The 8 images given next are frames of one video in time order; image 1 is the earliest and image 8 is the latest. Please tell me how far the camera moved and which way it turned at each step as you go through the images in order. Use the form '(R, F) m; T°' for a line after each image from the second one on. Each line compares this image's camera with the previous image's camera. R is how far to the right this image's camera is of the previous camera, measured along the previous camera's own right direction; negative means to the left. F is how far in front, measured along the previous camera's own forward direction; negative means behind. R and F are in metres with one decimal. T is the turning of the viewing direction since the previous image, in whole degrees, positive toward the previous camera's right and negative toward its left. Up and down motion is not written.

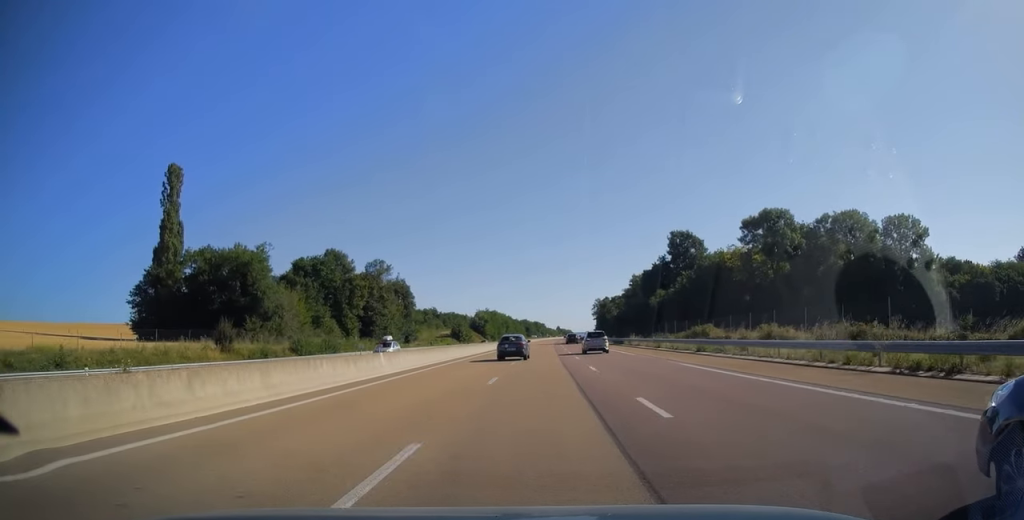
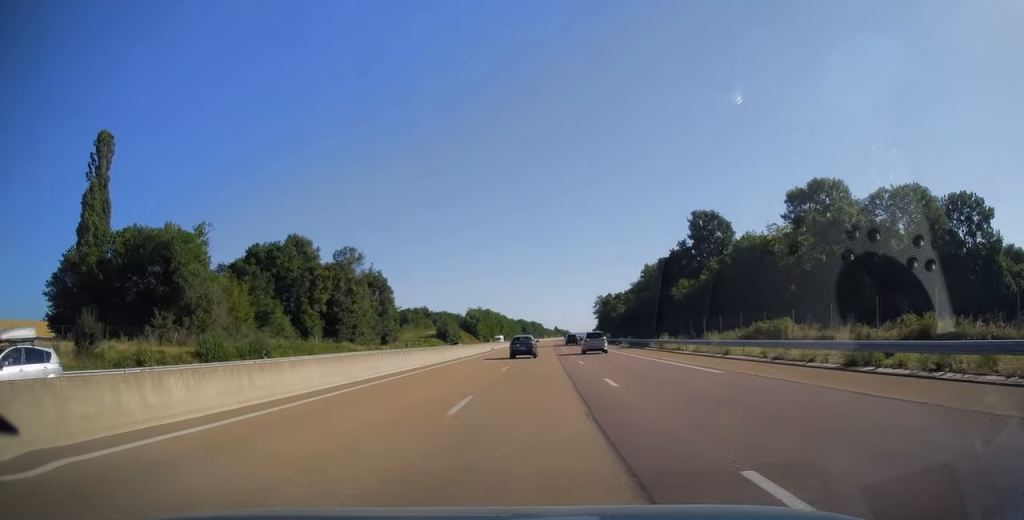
(+0.2, +19.8) m; 0°
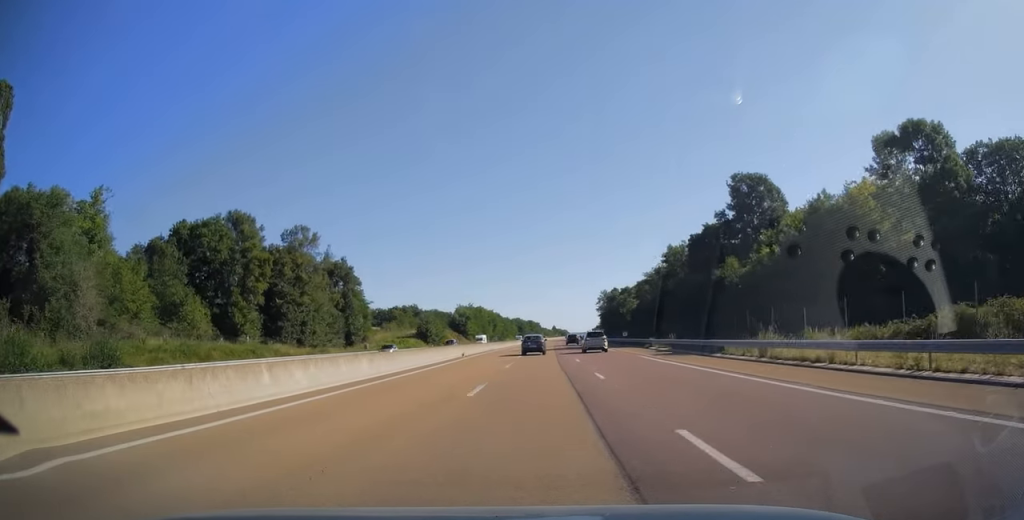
(-0.1, +23.4) m; 0°
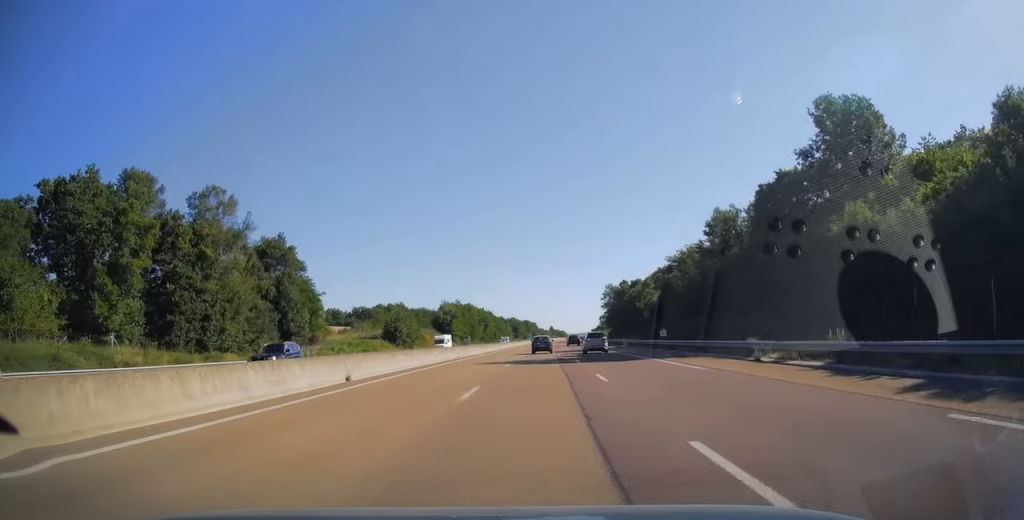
(0.0, +26.9) m; 0°
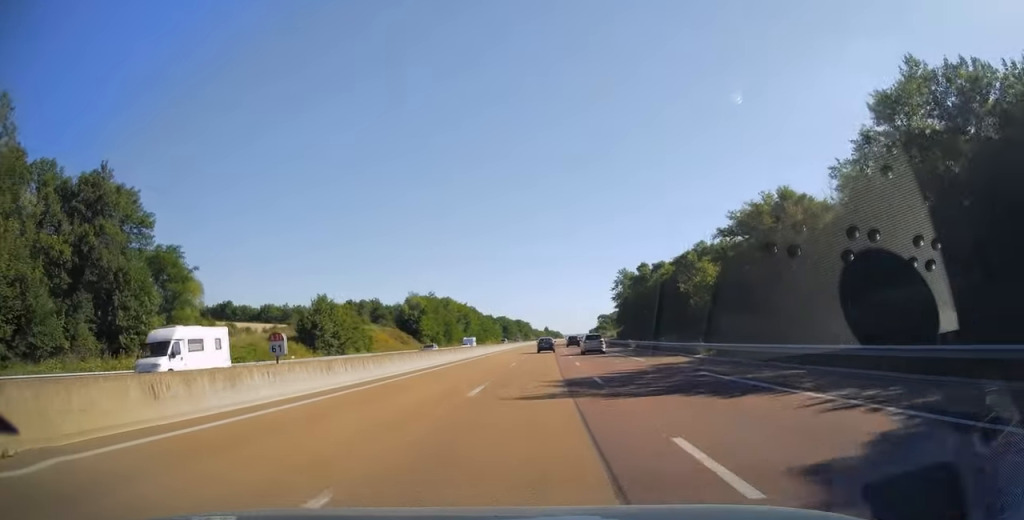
(+0.3, +38.5) m; +1°
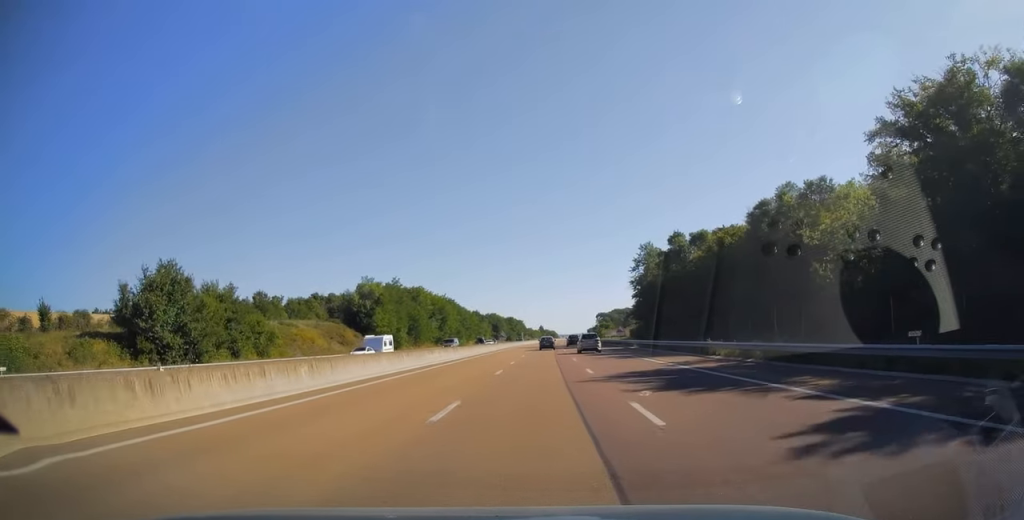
(+0.1, +34.9) m; 0°
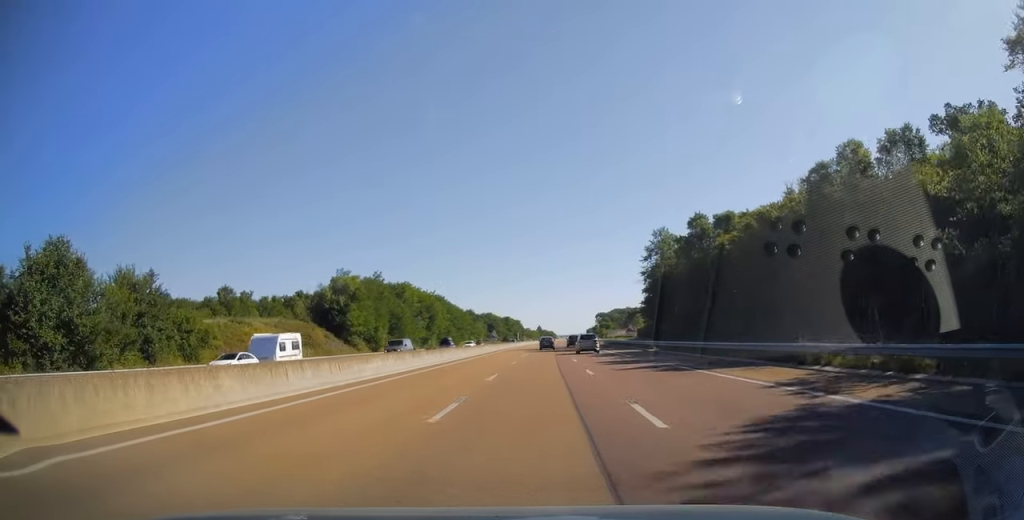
(0.0, +13.1) m; 0°
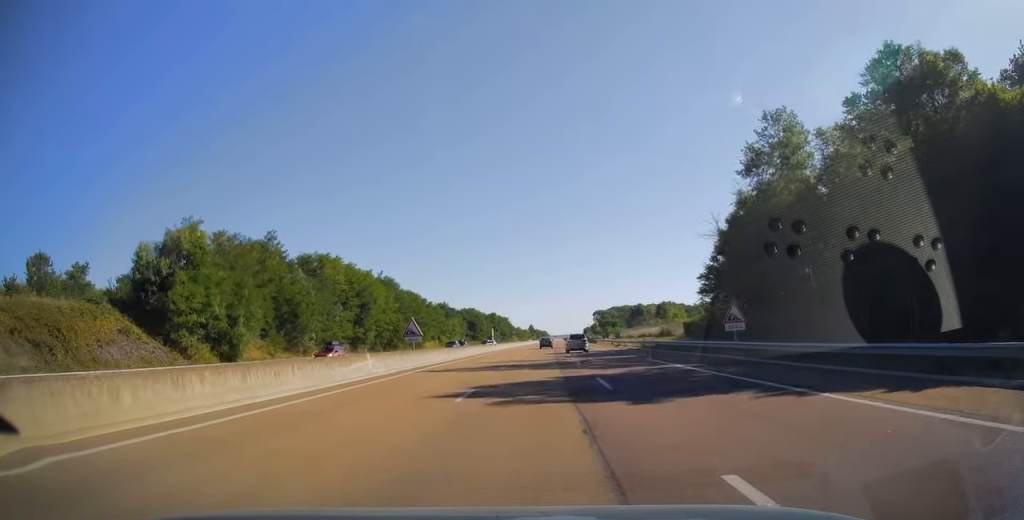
(+0.3, +44.9) m; +1°
